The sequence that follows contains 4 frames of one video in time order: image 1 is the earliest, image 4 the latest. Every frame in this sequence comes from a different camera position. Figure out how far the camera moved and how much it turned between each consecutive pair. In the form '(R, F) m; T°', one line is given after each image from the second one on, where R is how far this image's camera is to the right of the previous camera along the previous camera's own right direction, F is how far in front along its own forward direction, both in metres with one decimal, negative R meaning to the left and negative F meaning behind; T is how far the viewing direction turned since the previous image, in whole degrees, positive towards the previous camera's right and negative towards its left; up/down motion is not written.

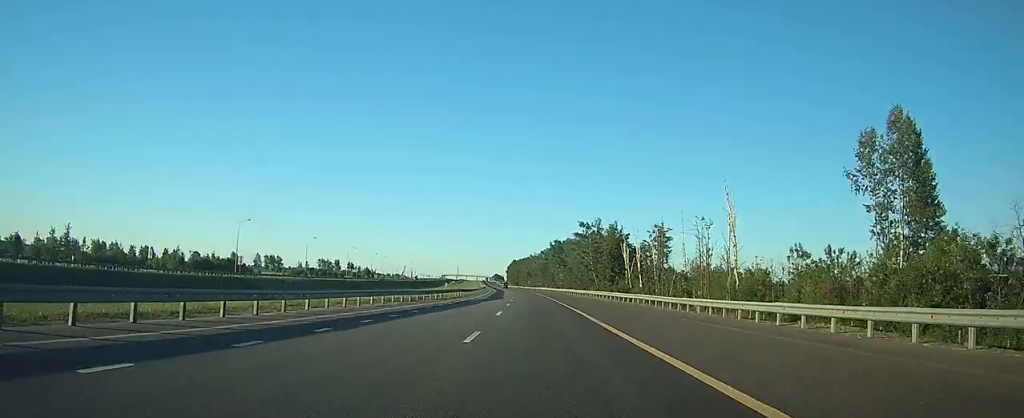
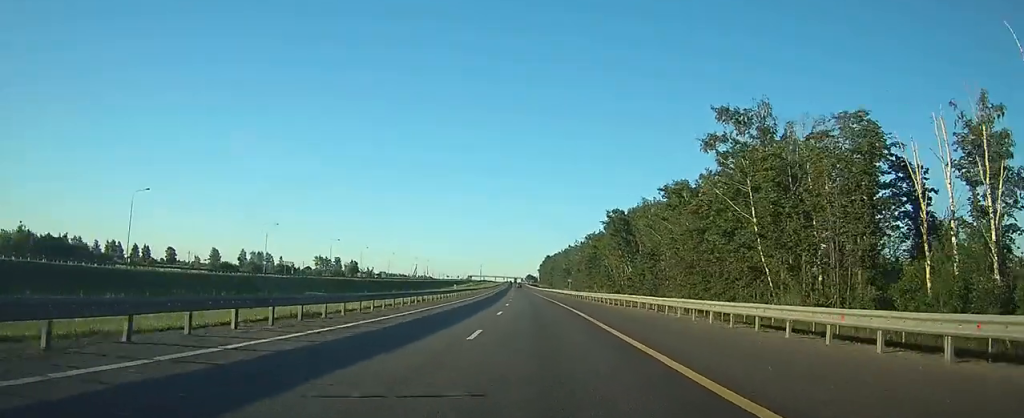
(-1.5, +93.7) m; -3°
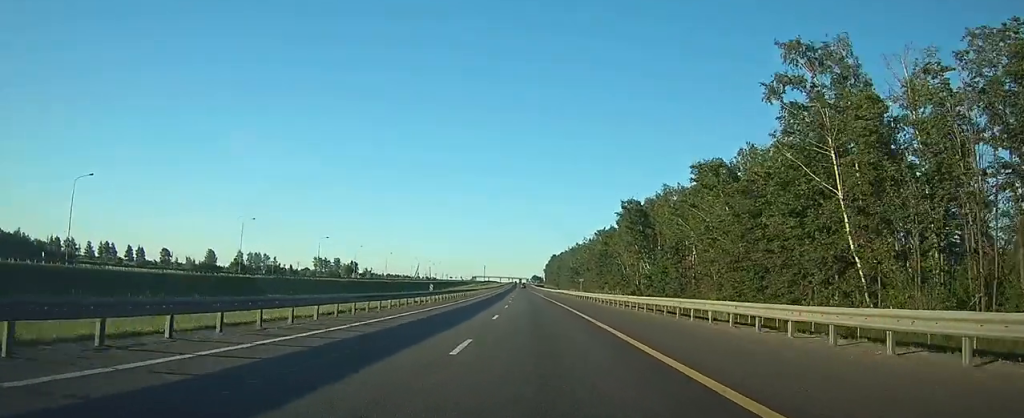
(-0.1, +14.6) m; -1°
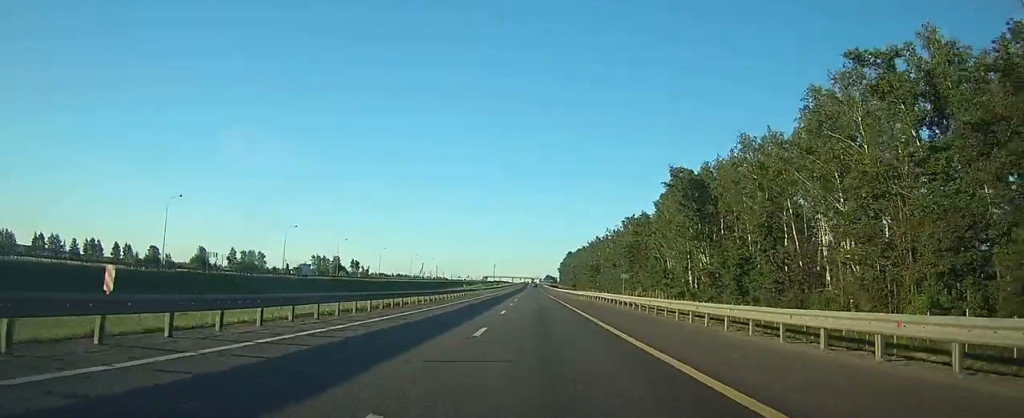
(-0.3, +31.7) m; -1°
